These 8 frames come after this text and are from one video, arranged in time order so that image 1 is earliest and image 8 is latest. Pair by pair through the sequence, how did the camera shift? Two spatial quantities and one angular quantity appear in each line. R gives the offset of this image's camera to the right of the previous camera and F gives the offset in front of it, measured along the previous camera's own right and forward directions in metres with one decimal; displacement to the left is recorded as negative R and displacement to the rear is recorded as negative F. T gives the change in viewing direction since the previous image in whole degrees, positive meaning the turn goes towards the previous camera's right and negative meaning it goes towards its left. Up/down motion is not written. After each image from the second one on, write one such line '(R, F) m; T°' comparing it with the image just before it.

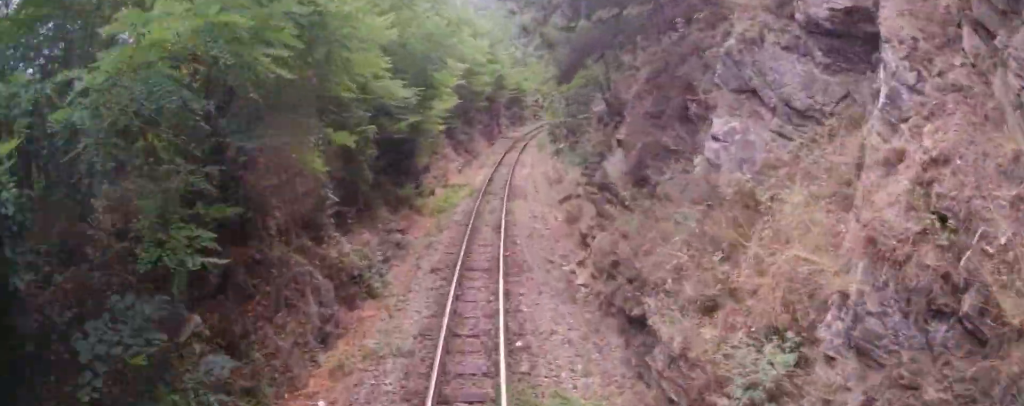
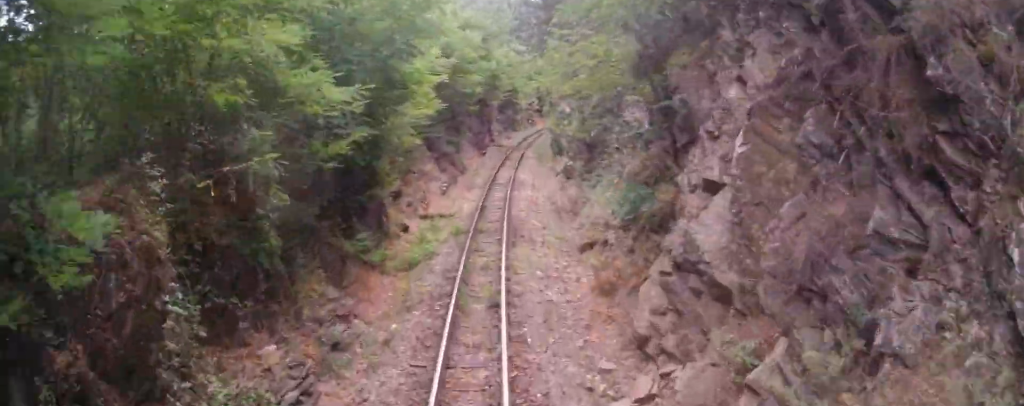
(+0.1, +5.4) m; 0°
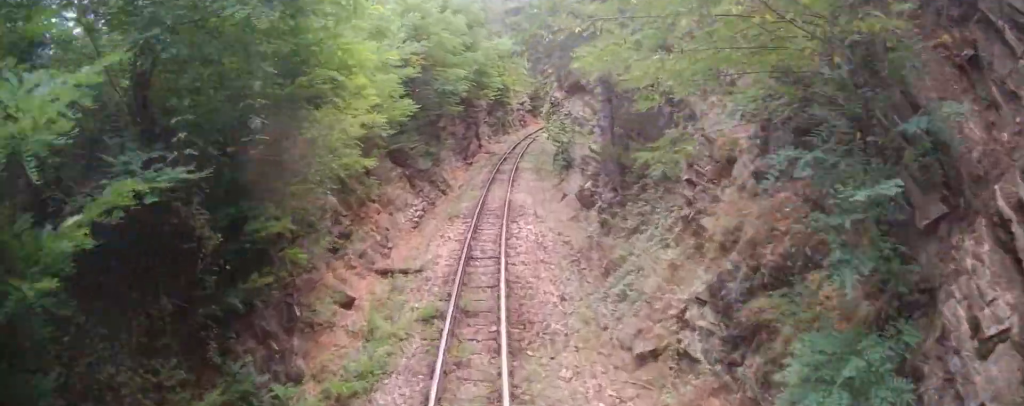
(-0.2, +5.9) m; -1°
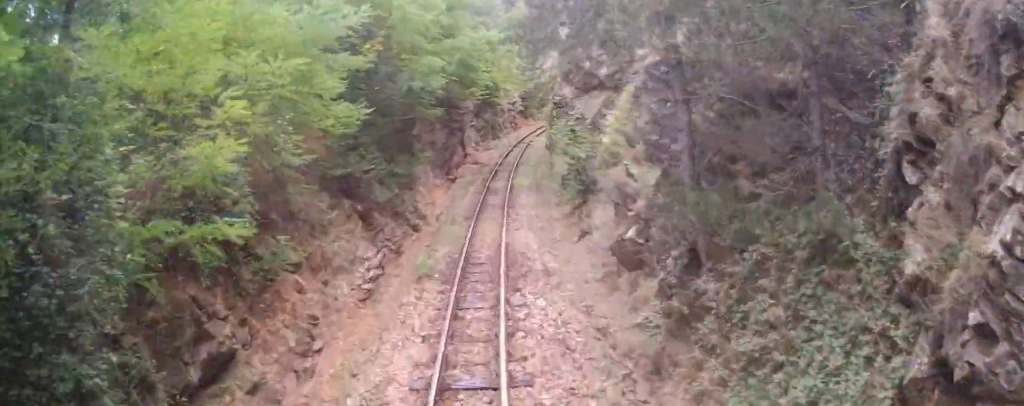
(0.0, +5.9) m; 0°
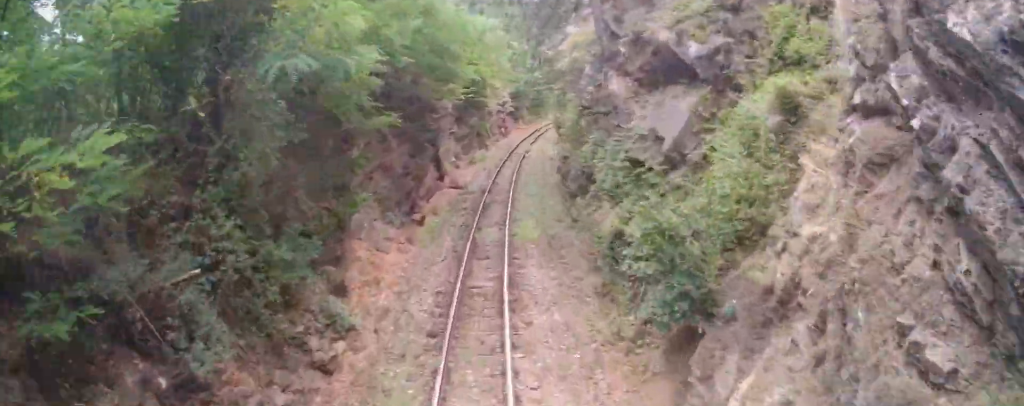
(0.0, +8.5) m; 0°
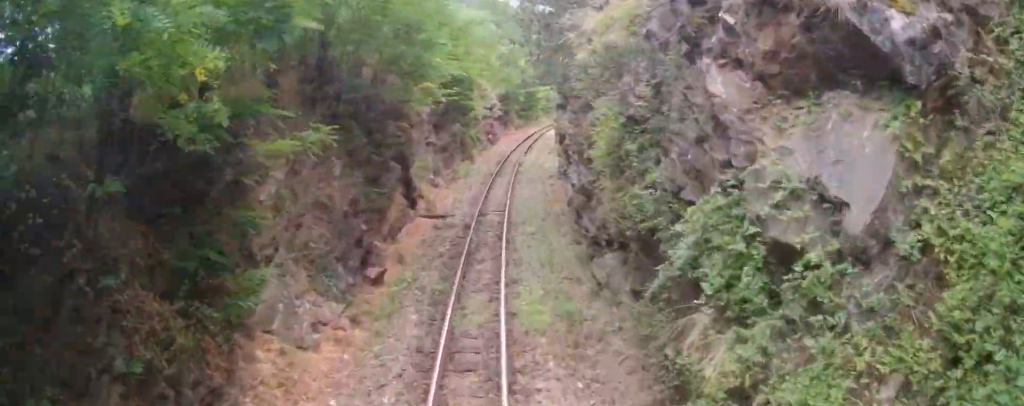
(0.0, +5.1) m; 0°
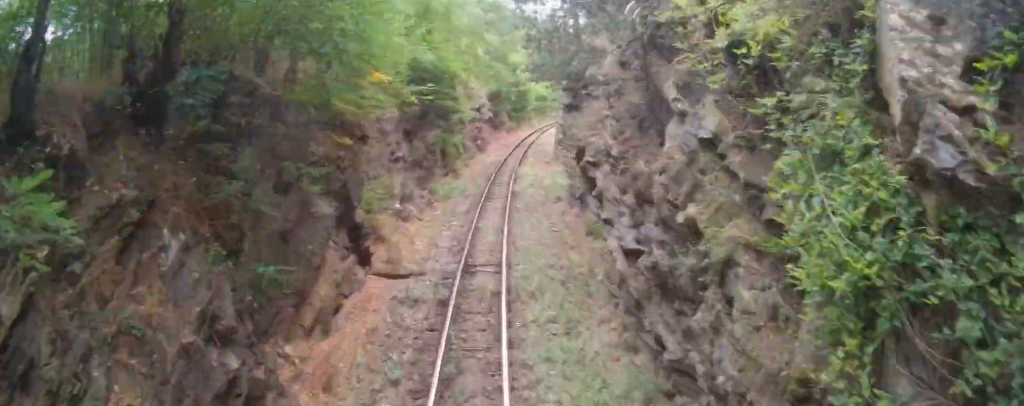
(0.0, +5.9) m; 0°
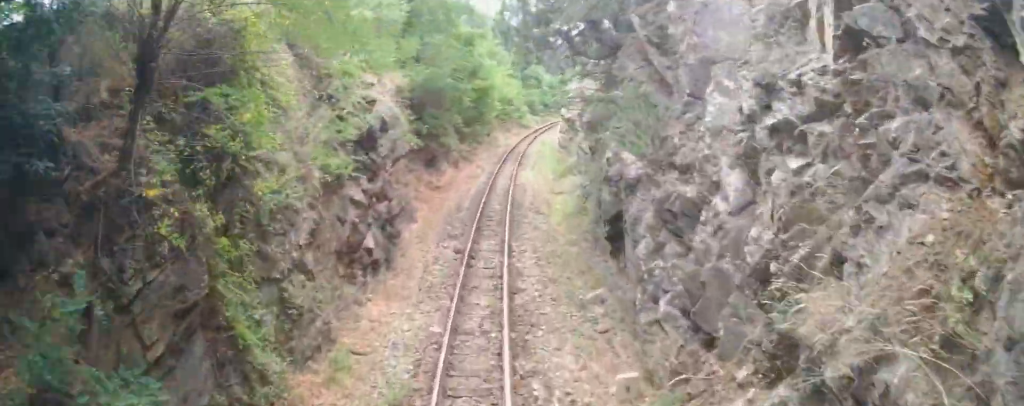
(0.0, +22.3) m; 0°
